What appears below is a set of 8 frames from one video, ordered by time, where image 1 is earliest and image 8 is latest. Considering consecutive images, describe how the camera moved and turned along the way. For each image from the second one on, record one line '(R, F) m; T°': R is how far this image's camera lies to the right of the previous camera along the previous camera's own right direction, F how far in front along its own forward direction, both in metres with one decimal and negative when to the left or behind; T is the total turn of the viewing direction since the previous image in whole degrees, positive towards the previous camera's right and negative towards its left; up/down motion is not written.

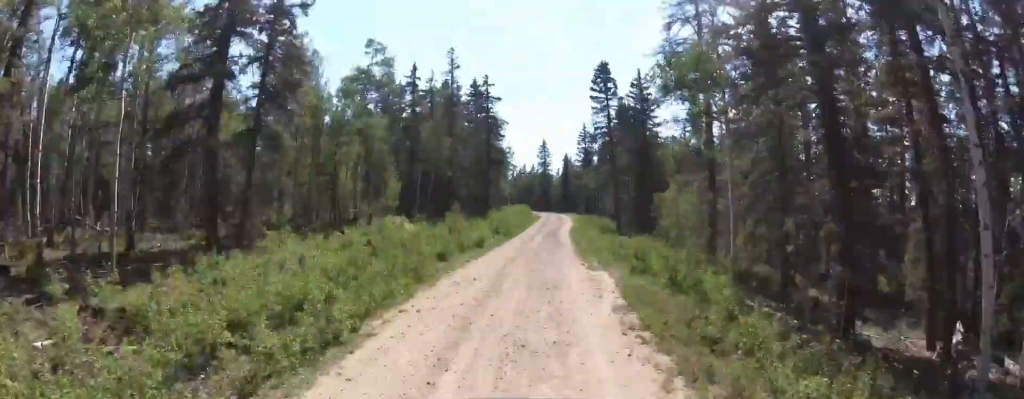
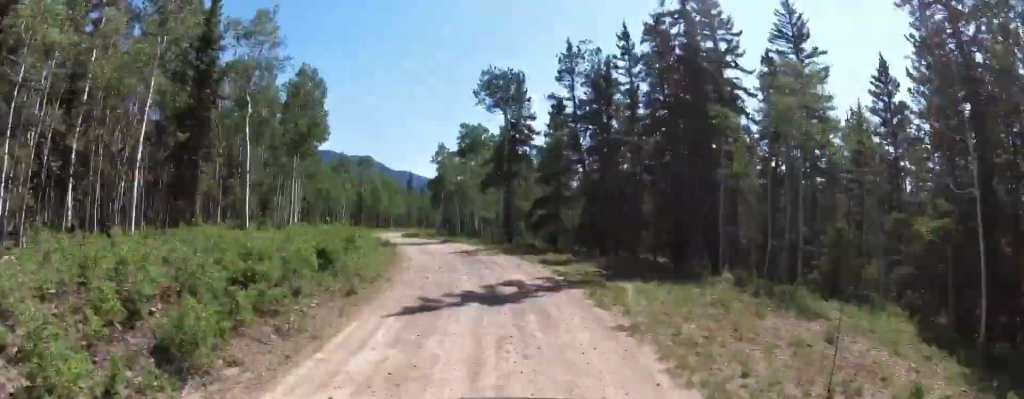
(-41.5, +135.8) m; -36°
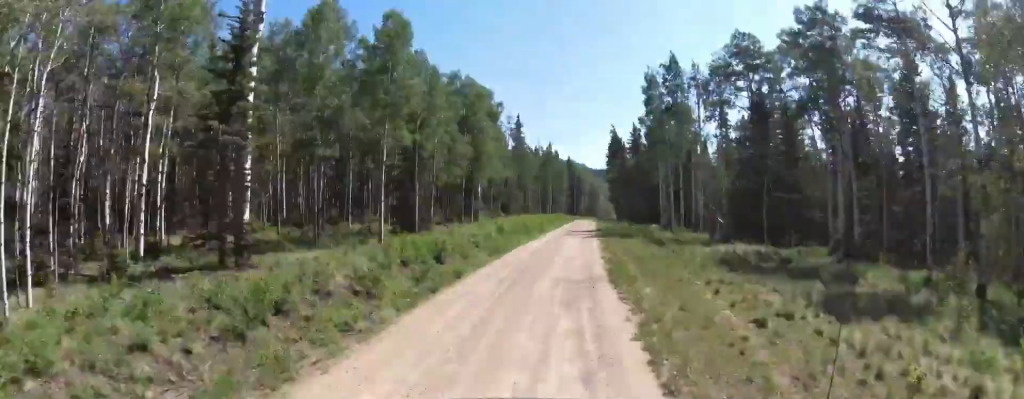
(-18.8, +95.8) m; -6°
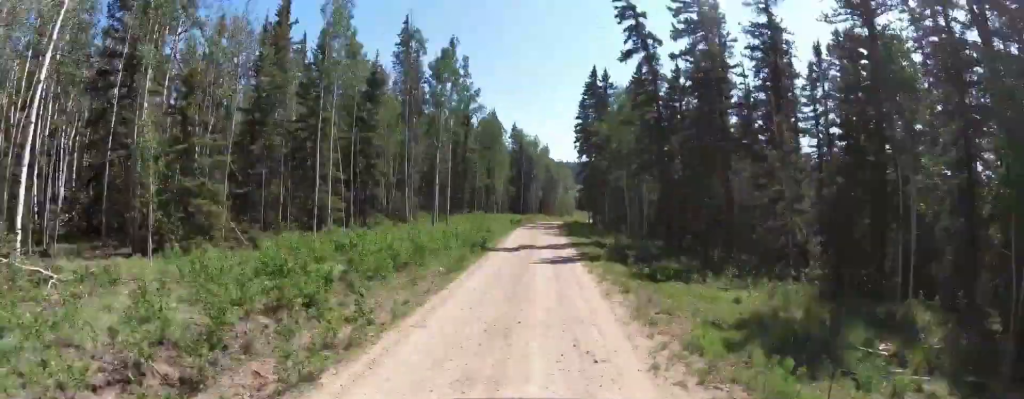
(+2.4, +62.2) m; +6°
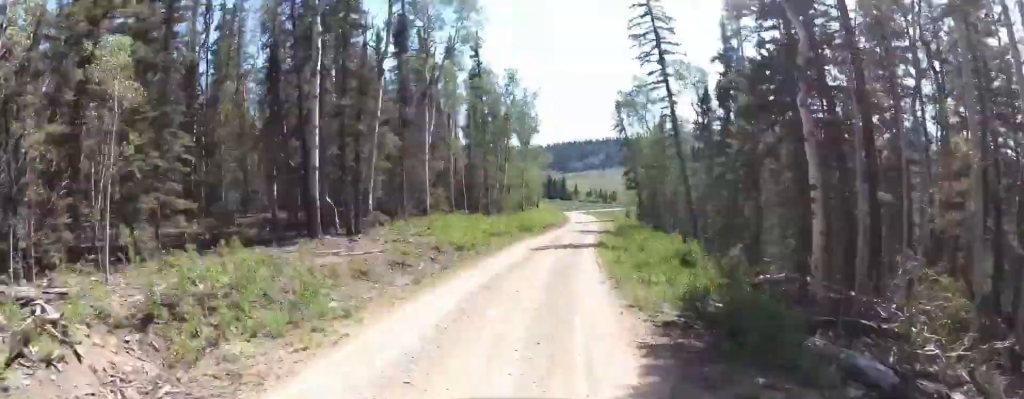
(+6.1, +84.2) m; +5°
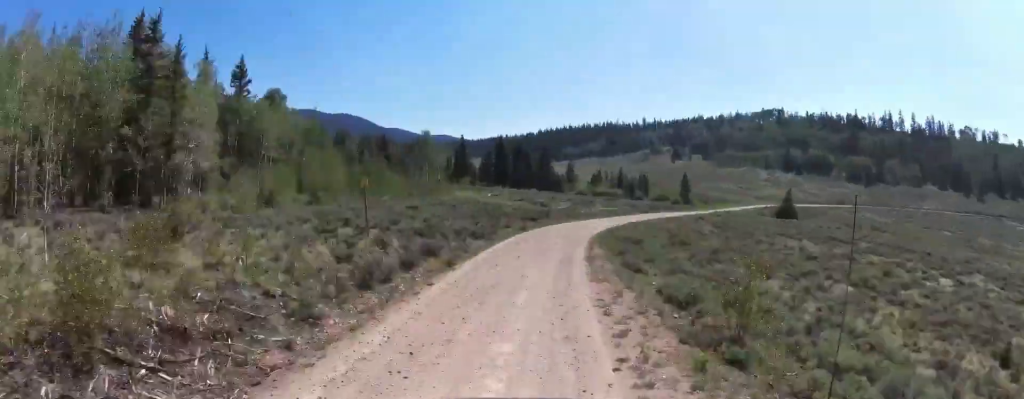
(+6.7, +112.1) m; +17°
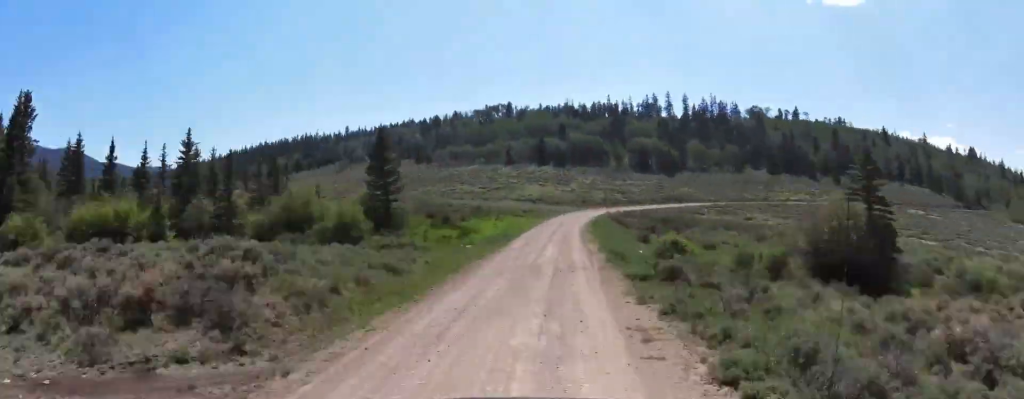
(+12.9, +80.5) m; +32°
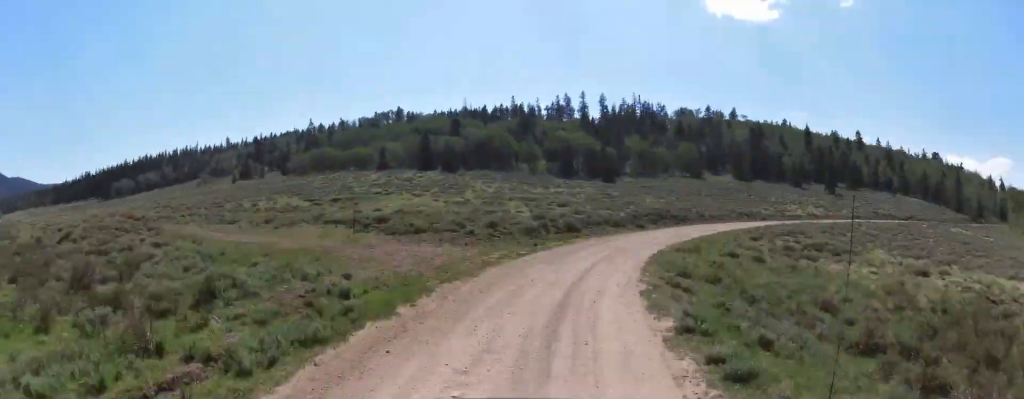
(+20.9, +47.7) m; +25°
